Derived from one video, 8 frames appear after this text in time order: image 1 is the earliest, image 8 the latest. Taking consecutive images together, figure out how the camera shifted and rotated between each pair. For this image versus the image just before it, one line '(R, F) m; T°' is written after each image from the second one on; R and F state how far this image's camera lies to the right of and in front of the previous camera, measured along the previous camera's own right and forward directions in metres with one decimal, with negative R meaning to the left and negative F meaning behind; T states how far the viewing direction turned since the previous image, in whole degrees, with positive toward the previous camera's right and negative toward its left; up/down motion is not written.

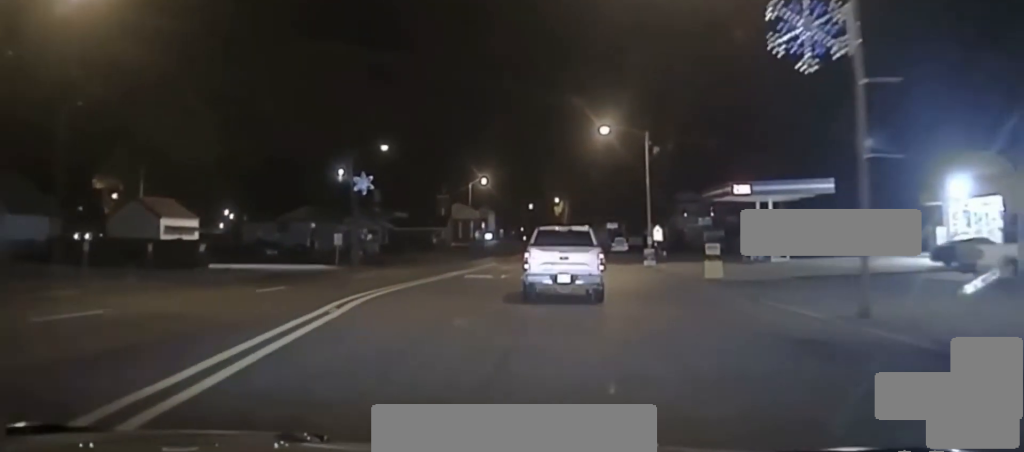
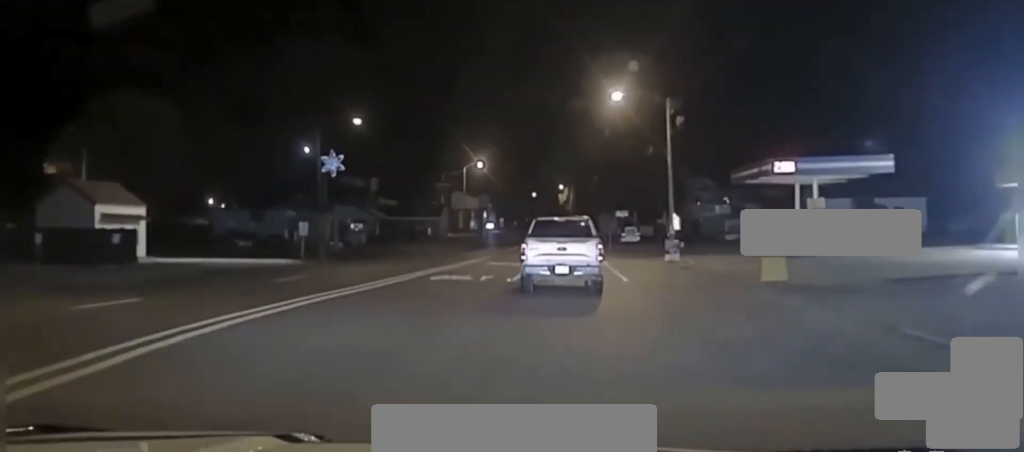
(+0.2, +9.9) m; 0°
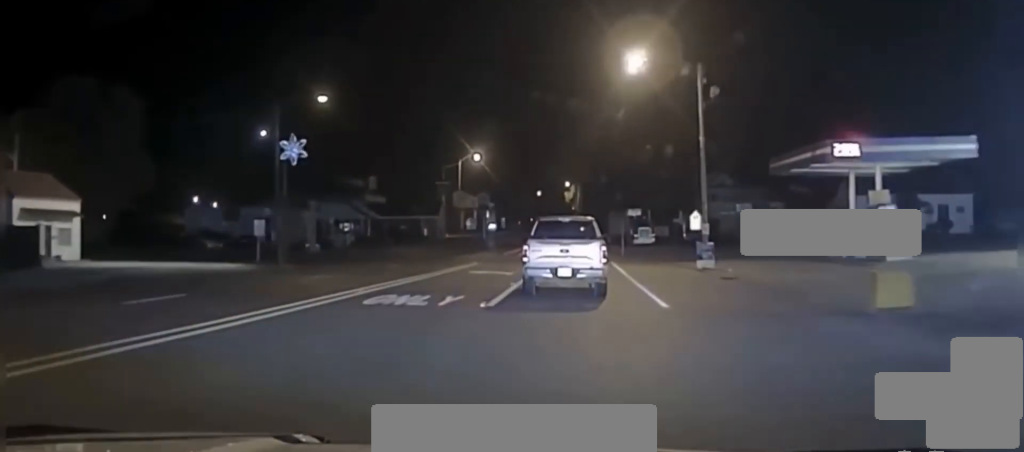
(-0.3, +10.7) m; -1°
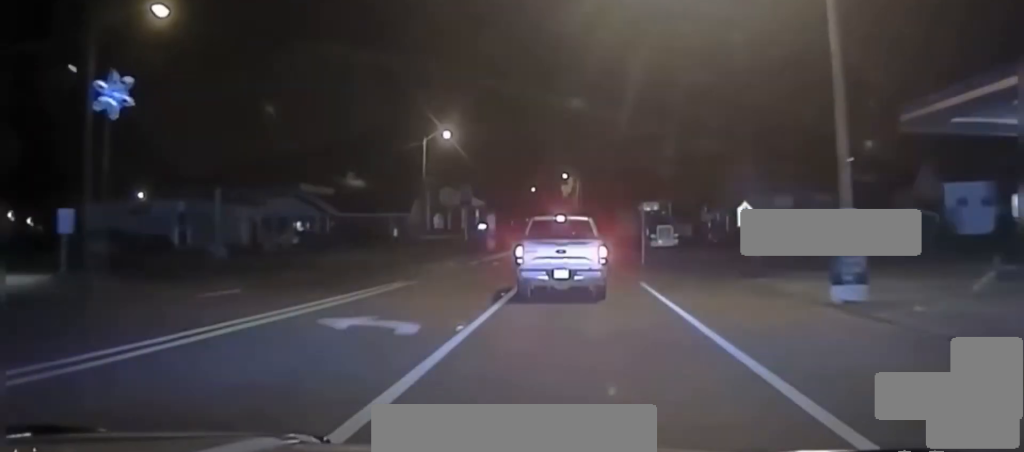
(-0.2, +21.4) m; 0°
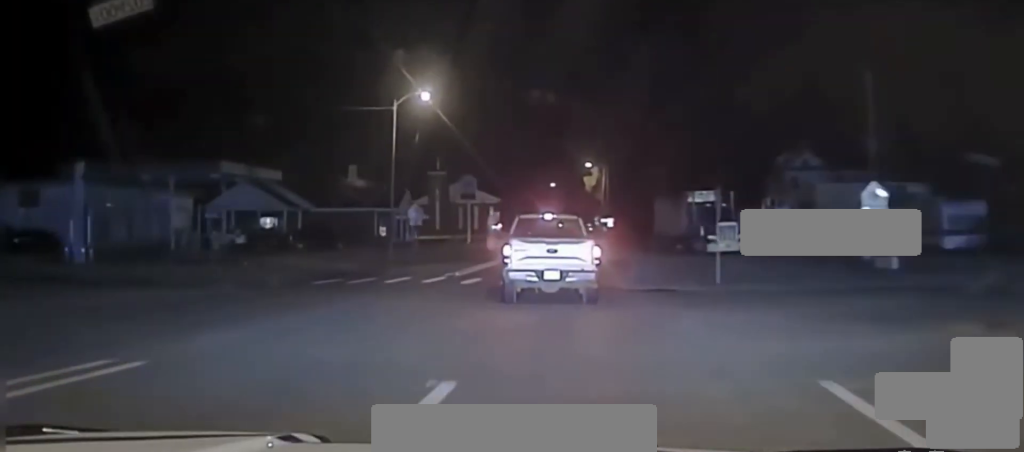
(-0.1, +20.5) m; -2°
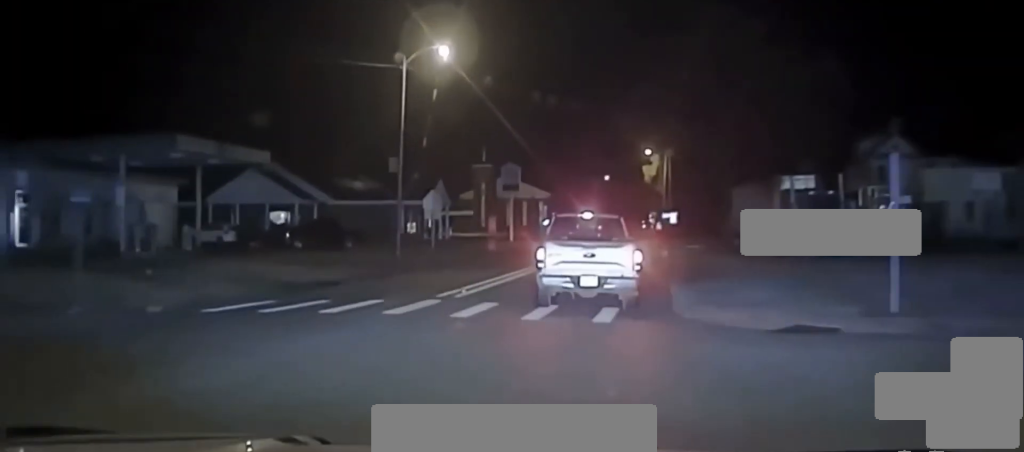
(-0.3, +12.3) m; -3°
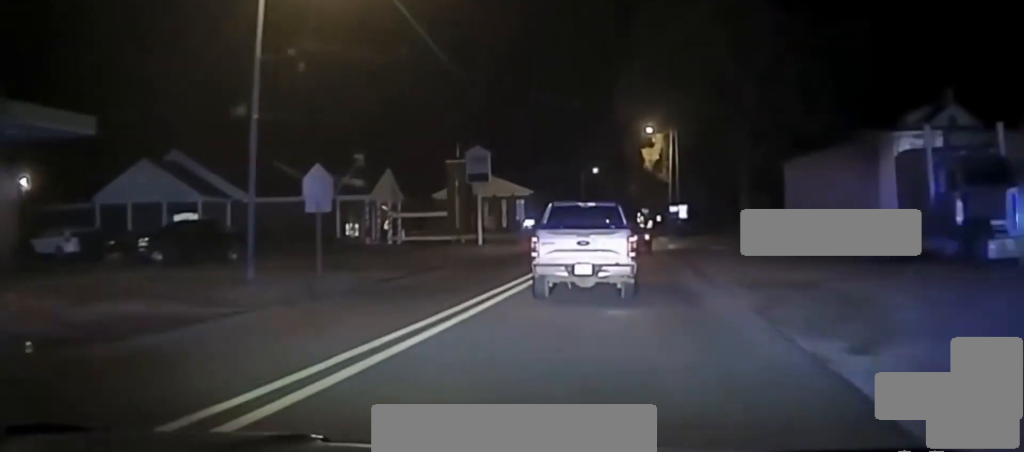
(-0.4, +17.1) m; +2°
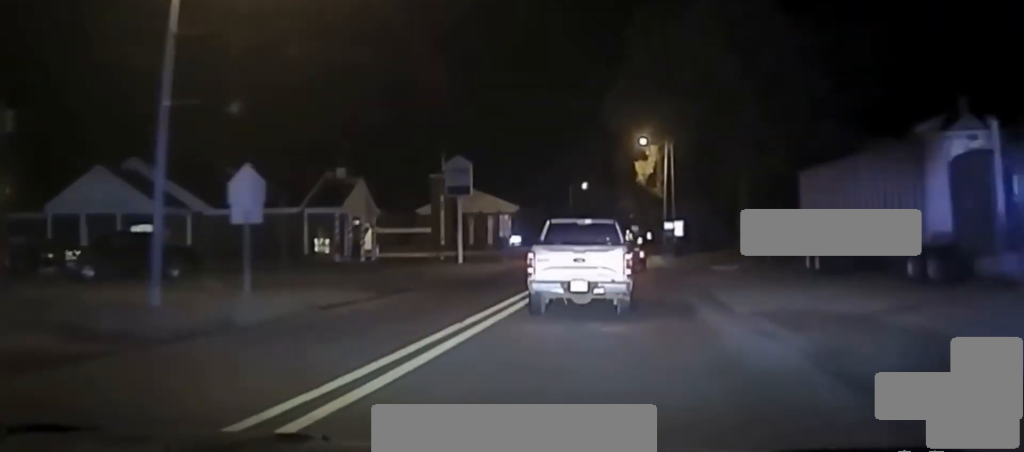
(+0.1, +4.3) m; 0°
